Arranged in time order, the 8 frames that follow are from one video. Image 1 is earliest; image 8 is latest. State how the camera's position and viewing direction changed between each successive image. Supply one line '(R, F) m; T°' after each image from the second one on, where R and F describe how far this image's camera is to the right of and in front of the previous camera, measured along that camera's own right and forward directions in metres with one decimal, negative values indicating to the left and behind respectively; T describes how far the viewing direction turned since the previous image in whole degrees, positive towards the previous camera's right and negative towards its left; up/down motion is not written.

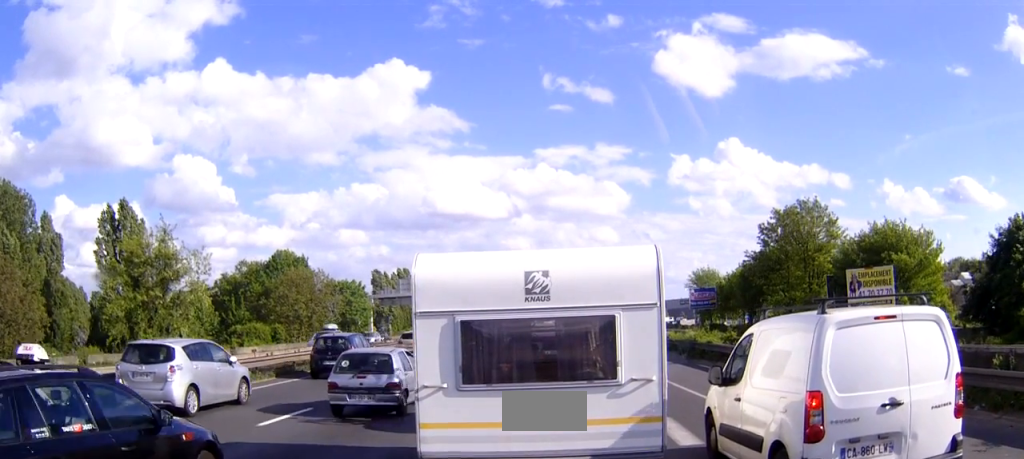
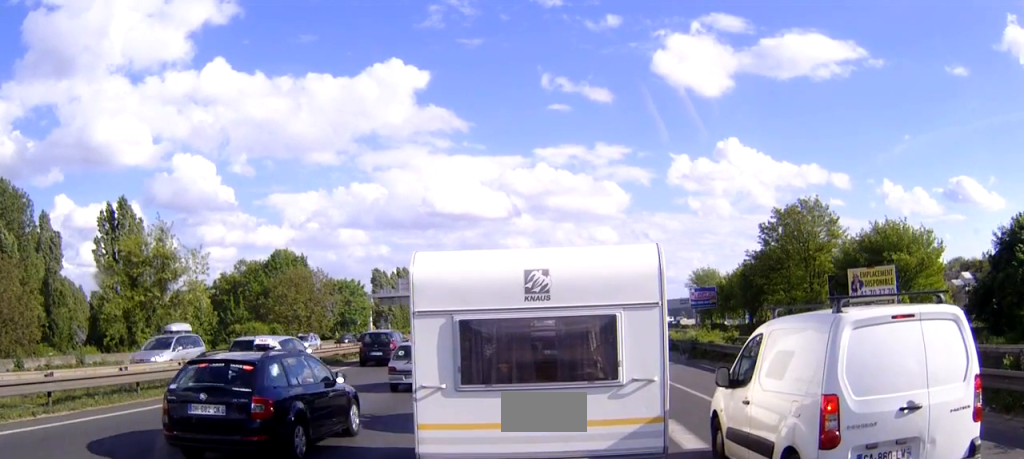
(0.0, 0.0) m; 0°
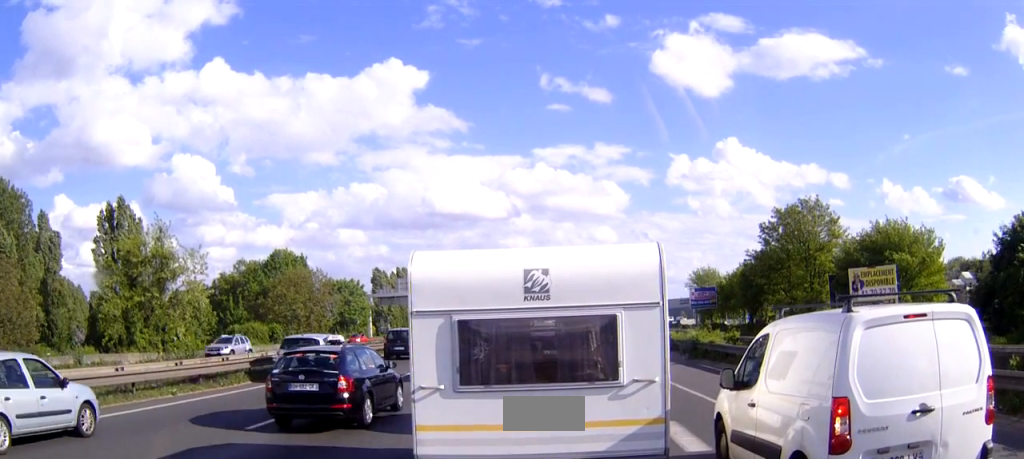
(0.0, 0.0) m; 0°
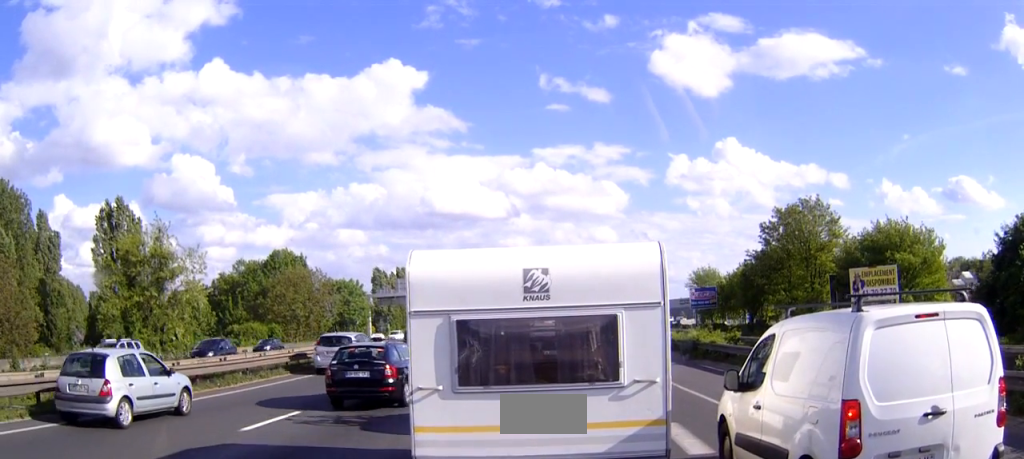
(0.0, 0.0) m; 0°
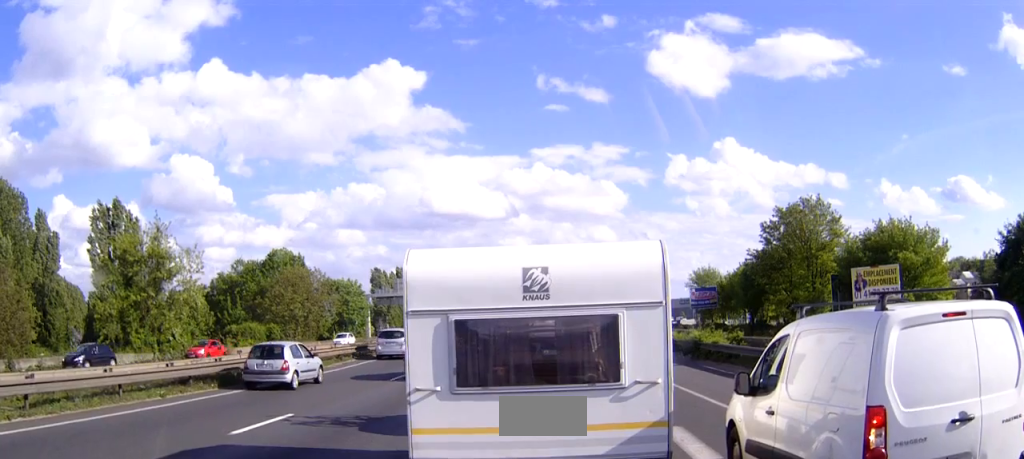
(0.0, 0.0) m; 0°
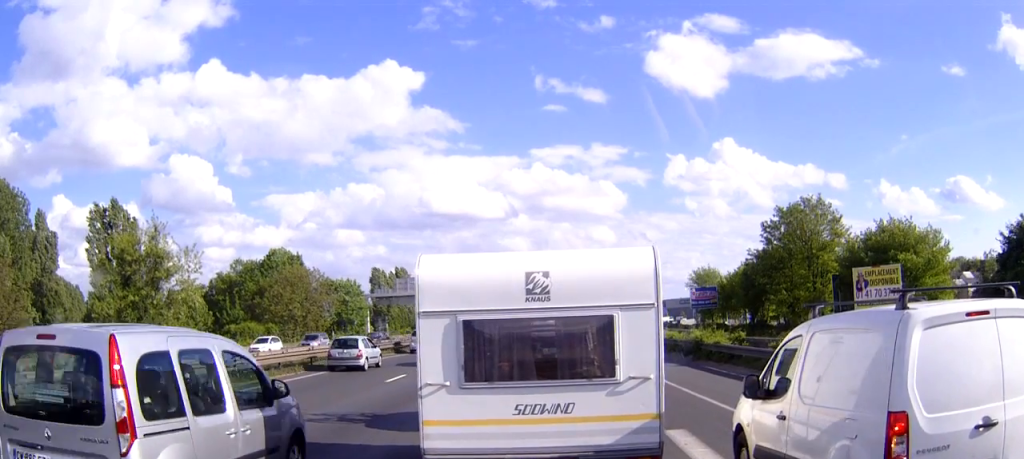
(0.0, 0.0) m; 0°
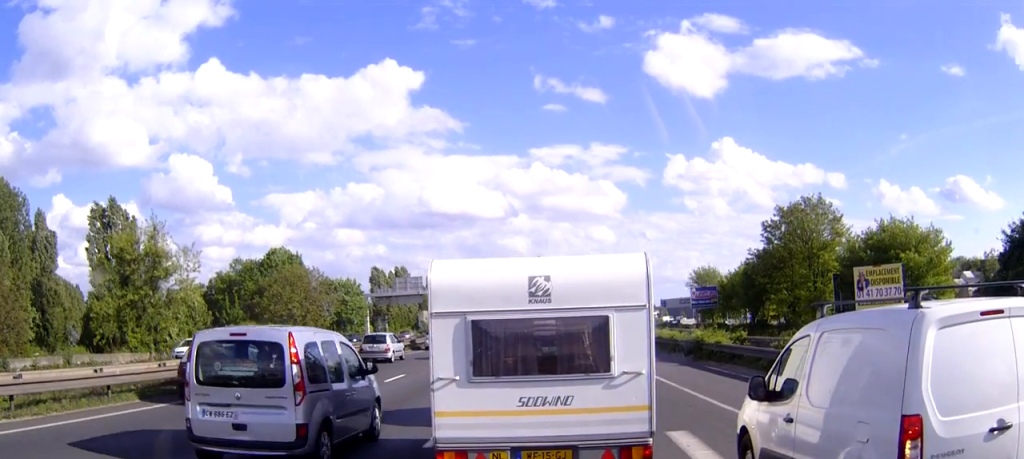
(0.0, 0.0) m; 0°
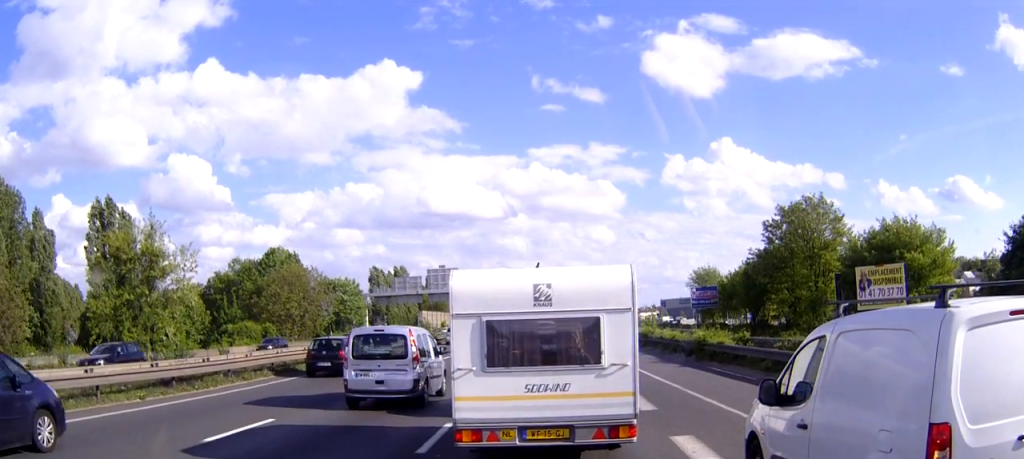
(0.0, 0.0) m; 0°
